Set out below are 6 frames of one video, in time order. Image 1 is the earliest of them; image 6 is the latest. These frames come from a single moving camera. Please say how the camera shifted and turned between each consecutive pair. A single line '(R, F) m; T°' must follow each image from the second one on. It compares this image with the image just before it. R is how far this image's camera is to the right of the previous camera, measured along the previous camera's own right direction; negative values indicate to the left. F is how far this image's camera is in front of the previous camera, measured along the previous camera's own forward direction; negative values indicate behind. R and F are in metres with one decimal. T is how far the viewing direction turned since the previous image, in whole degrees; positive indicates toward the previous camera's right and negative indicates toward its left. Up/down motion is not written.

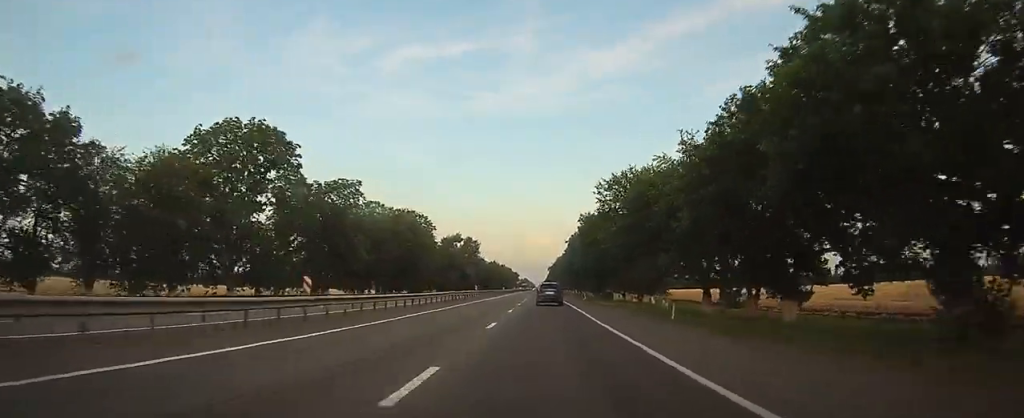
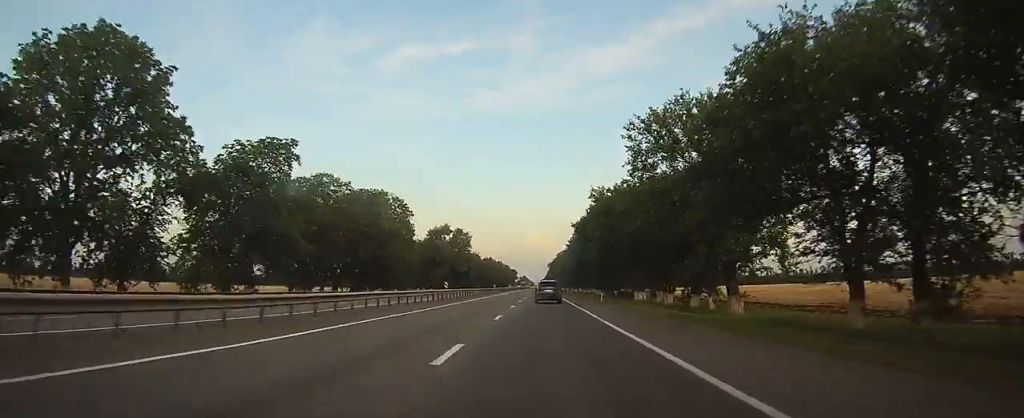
(0.0, +21.0) m; 0°
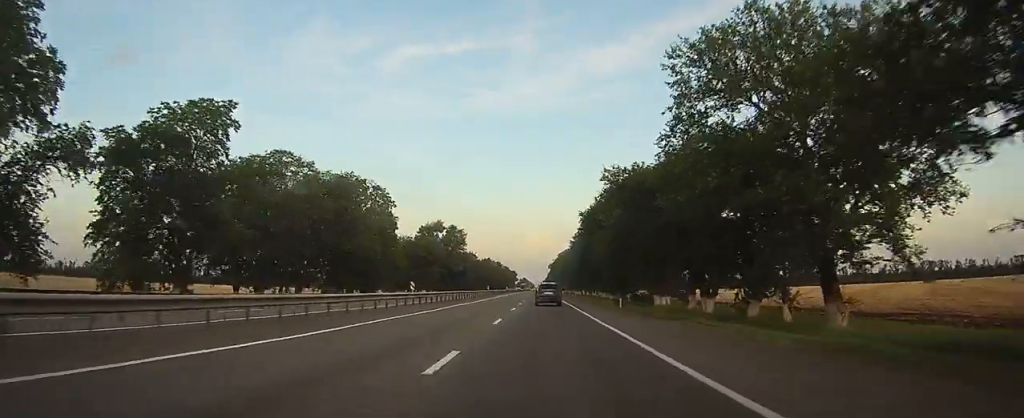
(0.0, +12.6) m; 0°
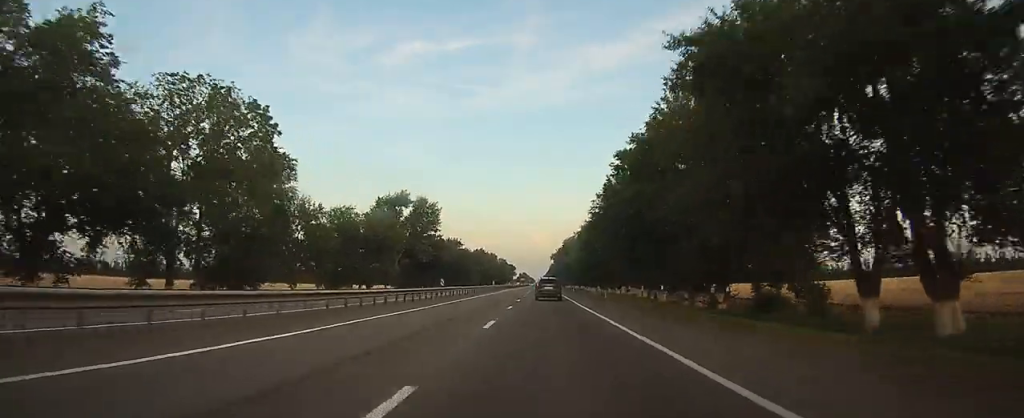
(-0.2, +40.0) m; 0°
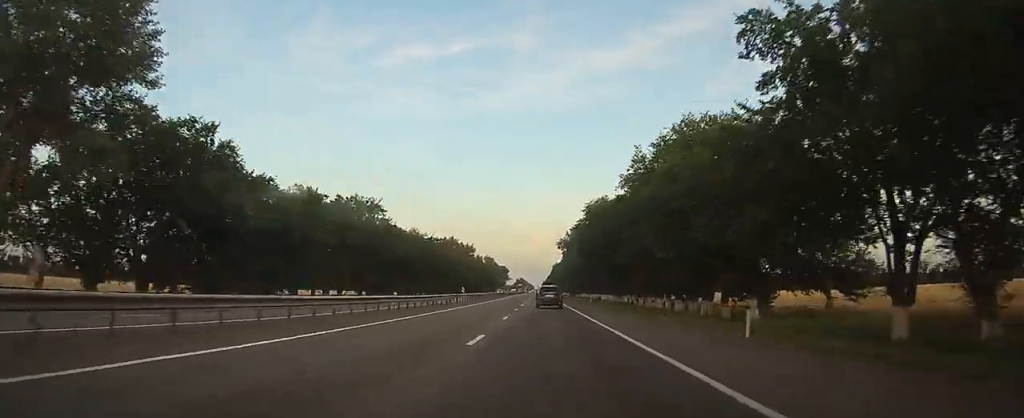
(+0.3, +86.6) m; +1°
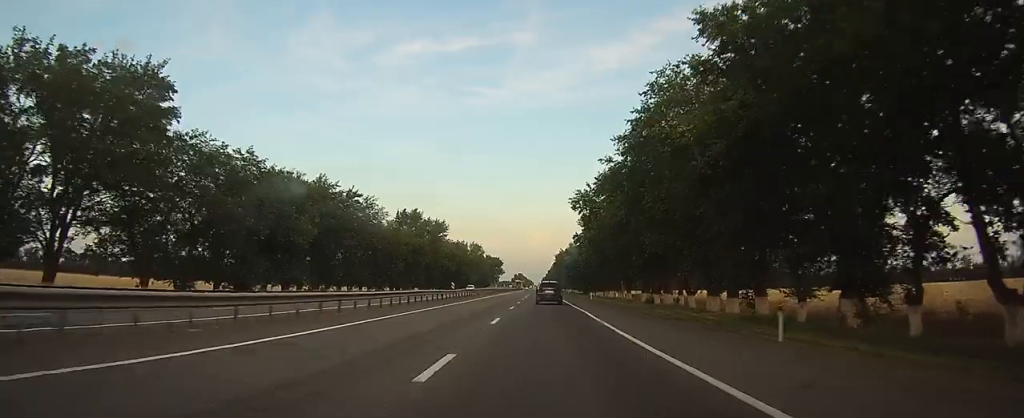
(0.0, +53.1) m; 0°
